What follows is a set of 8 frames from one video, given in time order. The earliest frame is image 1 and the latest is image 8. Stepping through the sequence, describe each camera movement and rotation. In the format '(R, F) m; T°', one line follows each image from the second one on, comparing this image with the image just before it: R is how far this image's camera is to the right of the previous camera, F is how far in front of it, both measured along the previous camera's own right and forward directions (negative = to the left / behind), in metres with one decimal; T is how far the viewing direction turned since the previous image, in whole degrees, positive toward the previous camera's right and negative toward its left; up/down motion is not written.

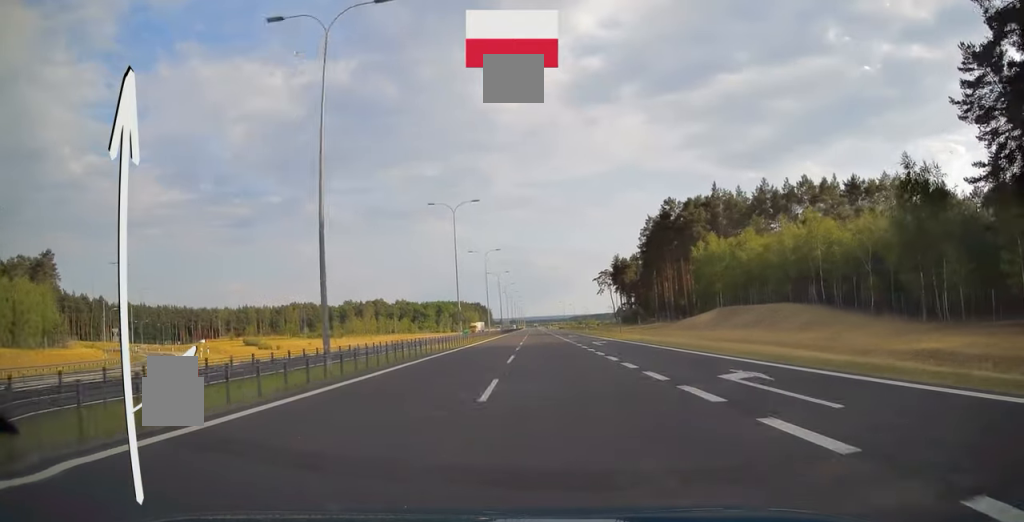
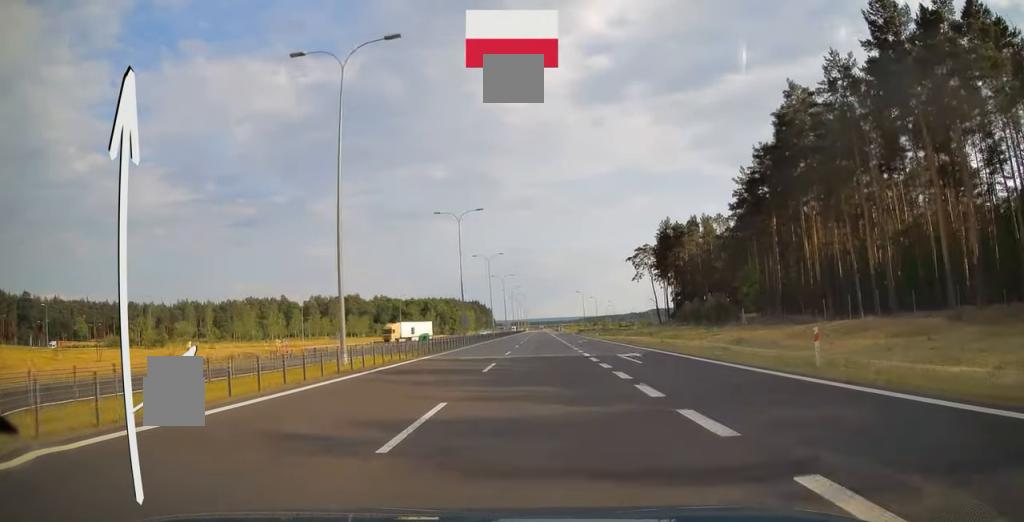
(-0.3, +77.3) m; 0°
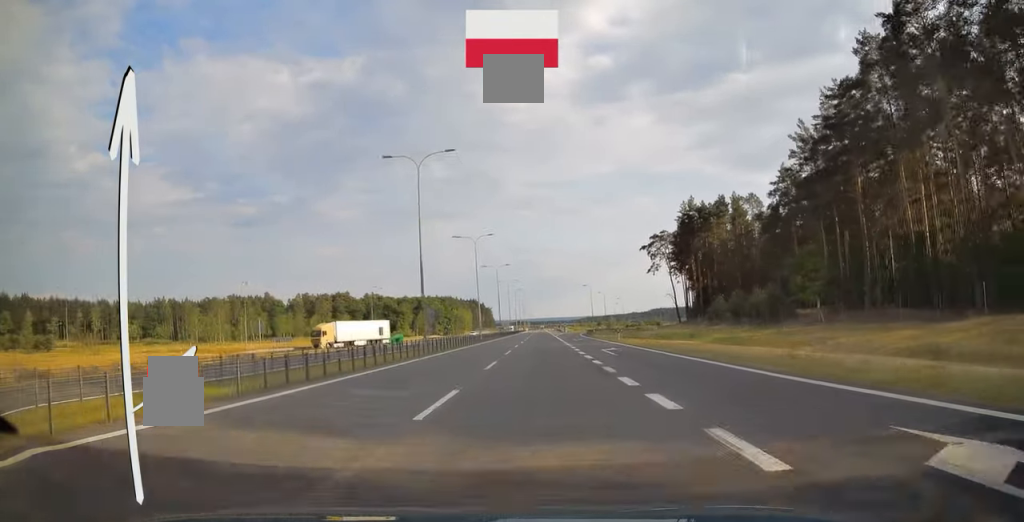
(0.0, +22.2) m; 0°
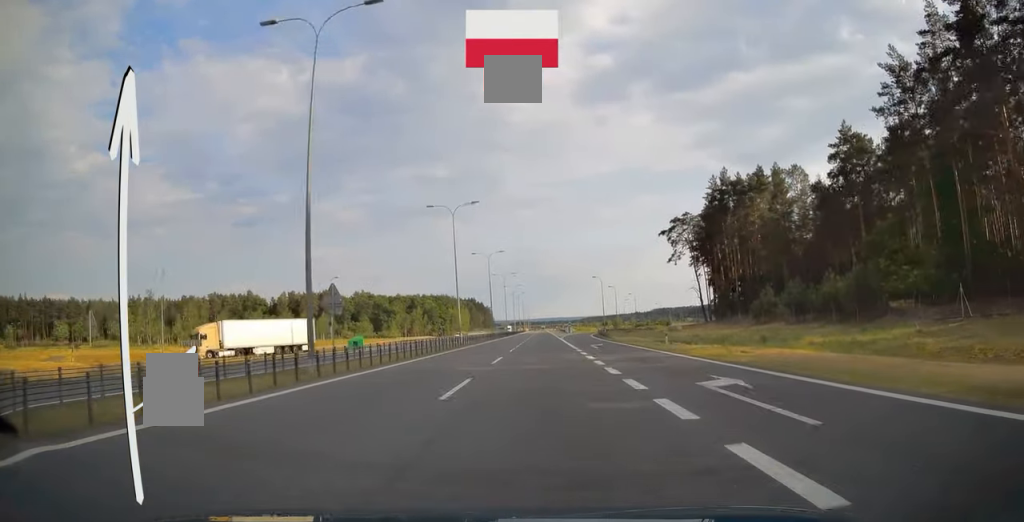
(0.0, +21.6) m; 0°
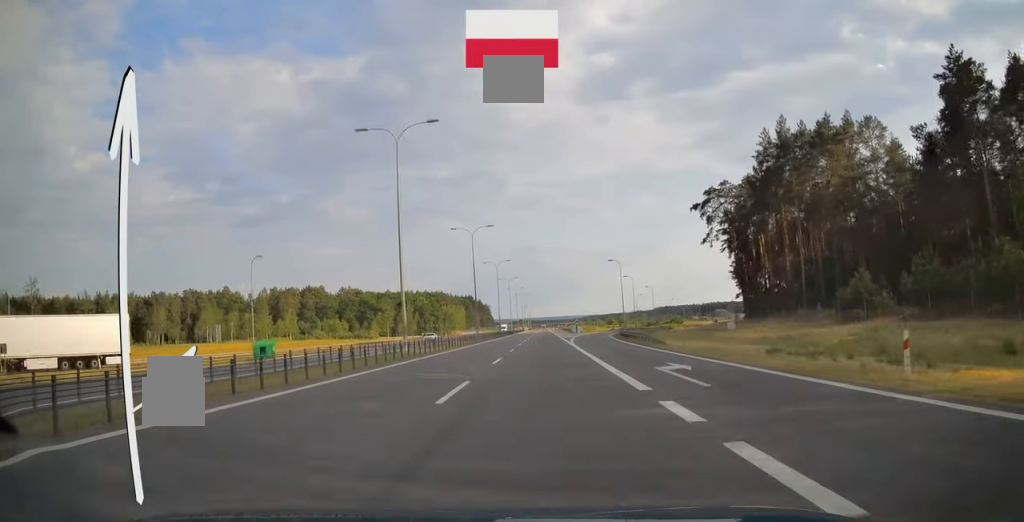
(0.0, +24.9) m; 0°
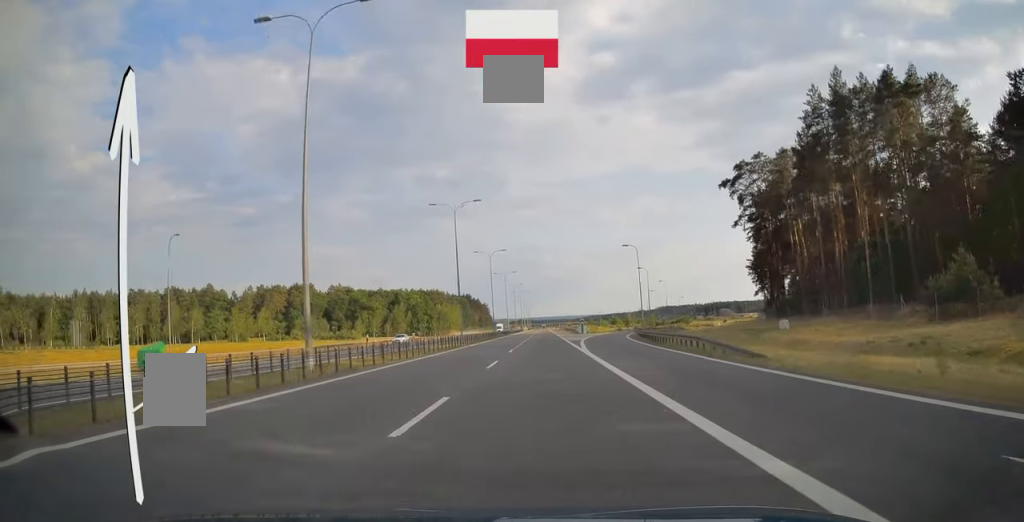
(0.0, +15.4) m; 0°
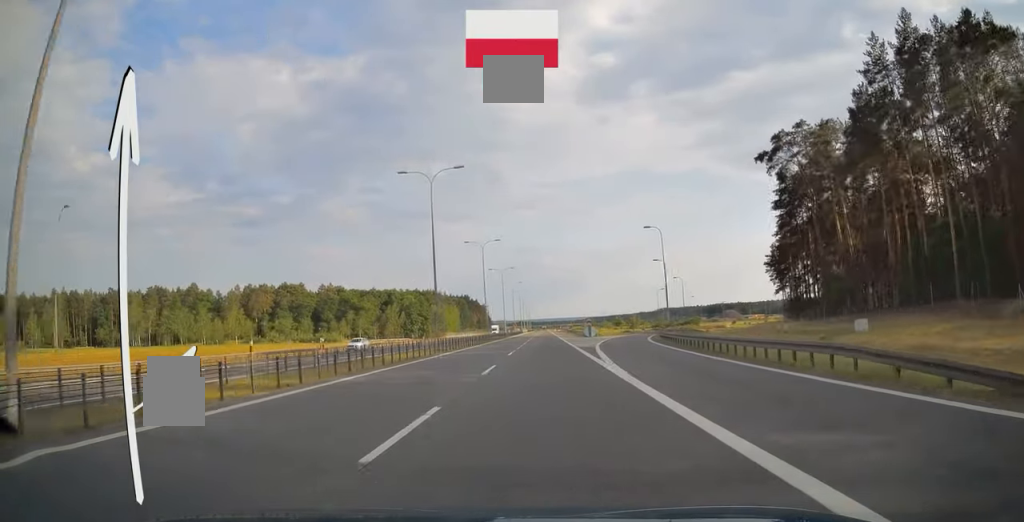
(0.0, +13.8) m; 0°
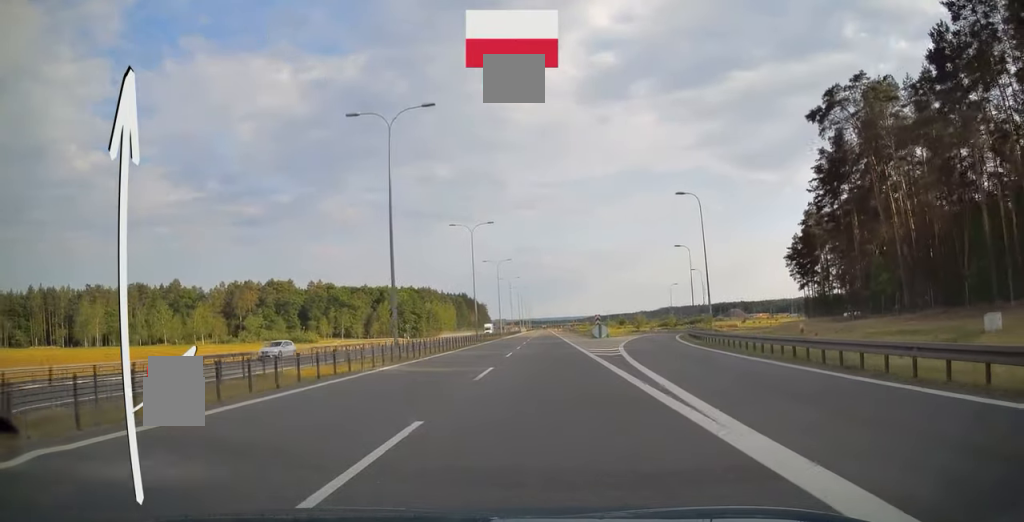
(0.0, +13.7) m; 0°
